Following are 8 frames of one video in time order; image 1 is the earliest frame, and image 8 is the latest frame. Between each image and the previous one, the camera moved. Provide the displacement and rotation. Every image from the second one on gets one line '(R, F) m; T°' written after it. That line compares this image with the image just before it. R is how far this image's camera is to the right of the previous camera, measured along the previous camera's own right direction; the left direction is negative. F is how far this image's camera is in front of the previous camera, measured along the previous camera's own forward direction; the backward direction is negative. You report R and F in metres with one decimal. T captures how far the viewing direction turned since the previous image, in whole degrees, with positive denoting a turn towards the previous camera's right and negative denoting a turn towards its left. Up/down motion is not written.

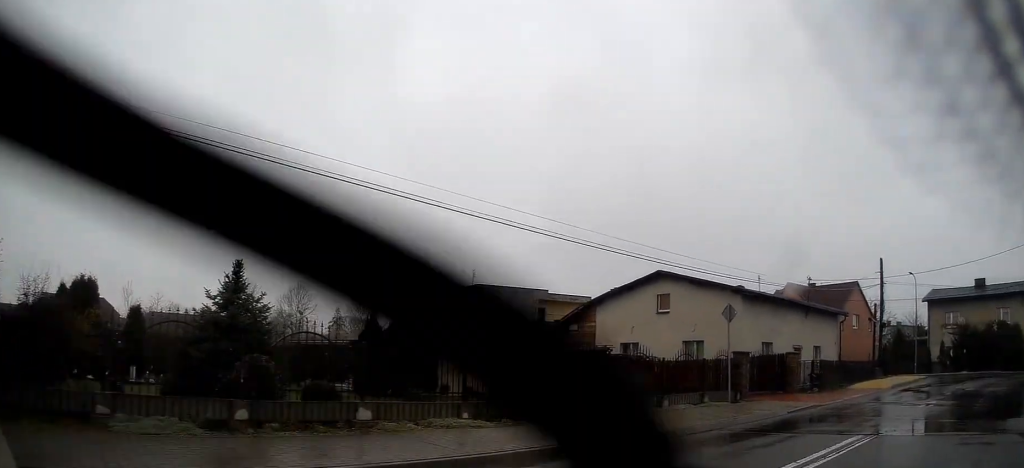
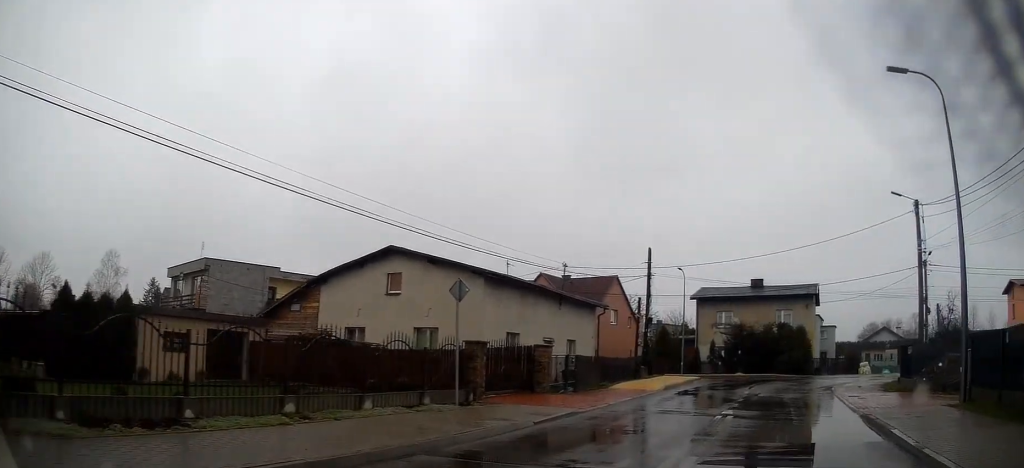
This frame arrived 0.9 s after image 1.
(+0.4, +3.5) m; +14°
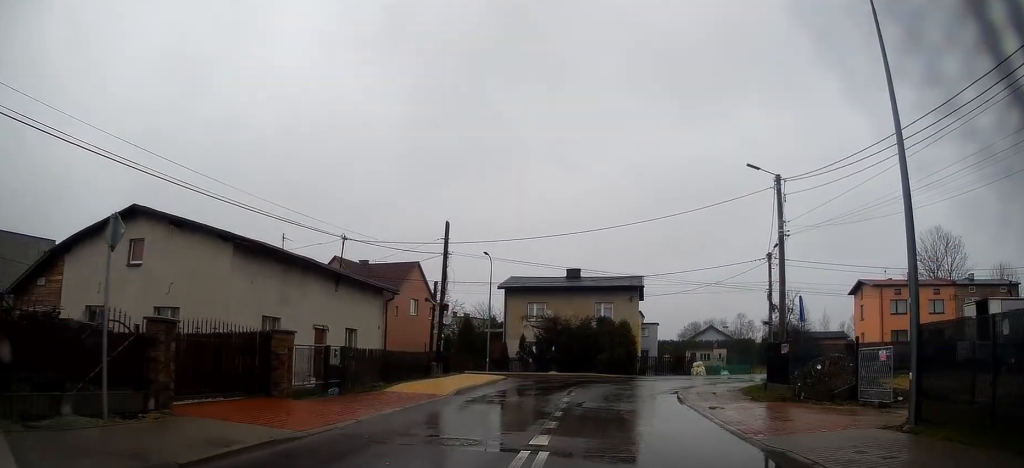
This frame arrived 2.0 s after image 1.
(+0.6, +5.1) m; +12°
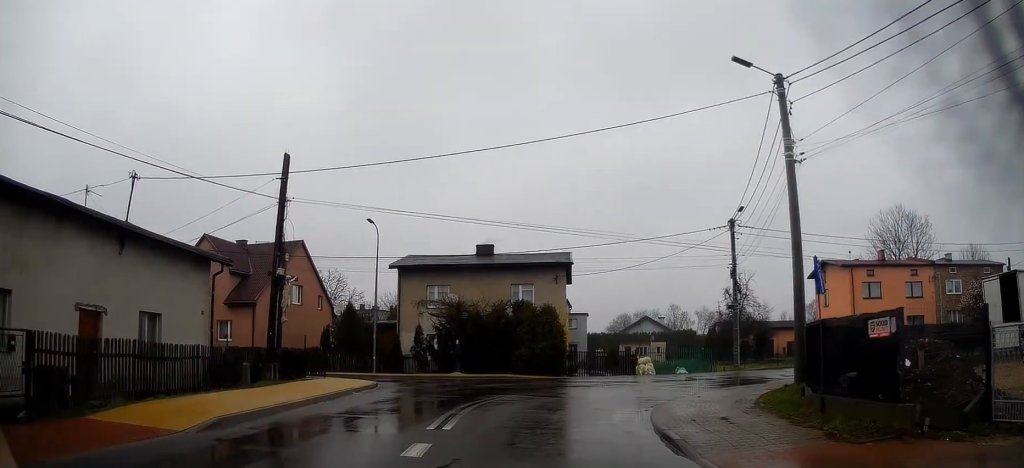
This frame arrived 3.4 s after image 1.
(+0.9, +8.6) m; +9°
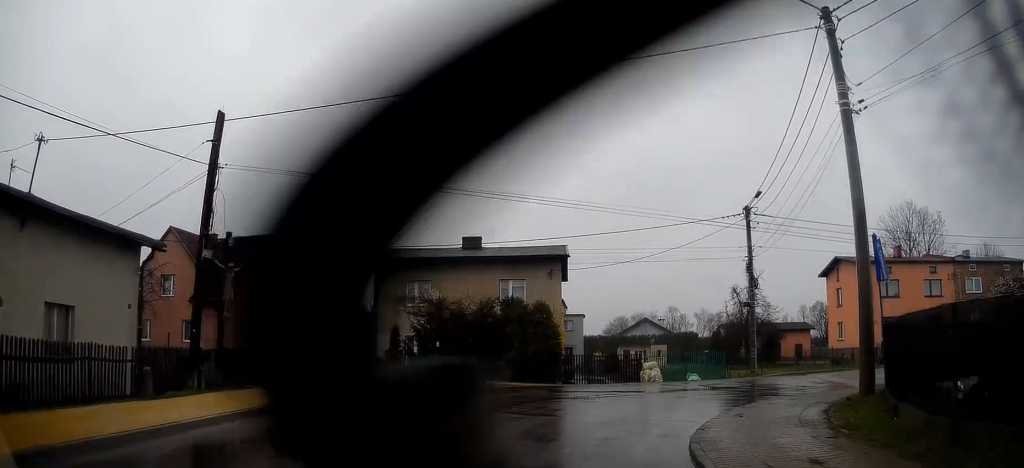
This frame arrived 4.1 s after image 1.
(+0.1, +3.9) m; +2°
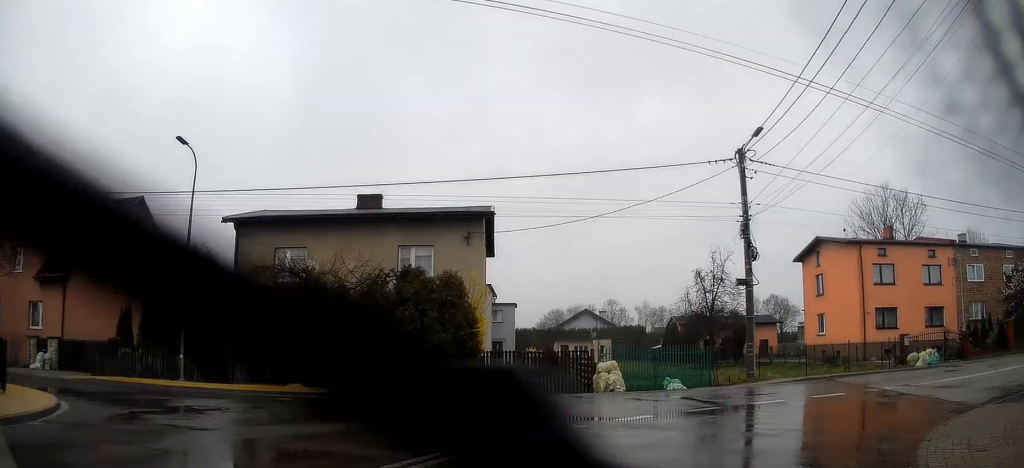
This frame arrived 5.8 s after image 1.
(+0.3, +9.3) m; +4°
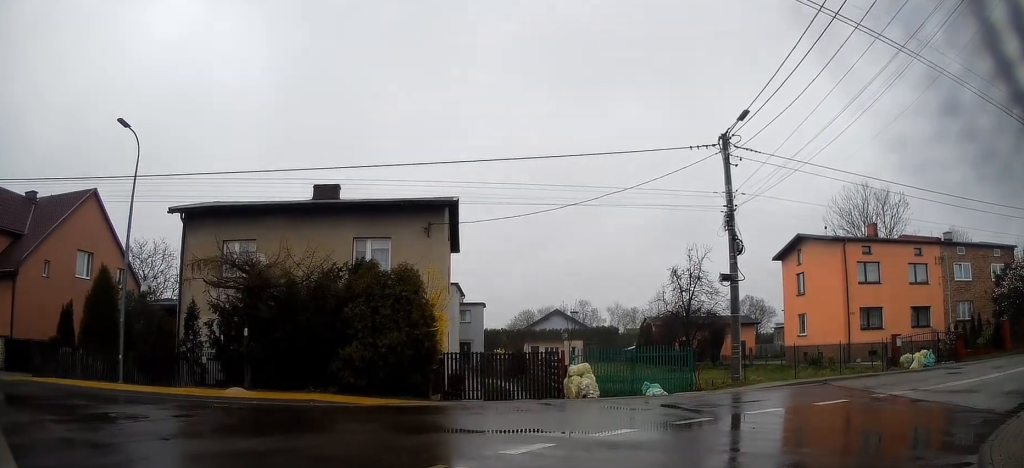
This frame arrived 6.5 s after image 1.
(0.0, +2.6) m; +1°
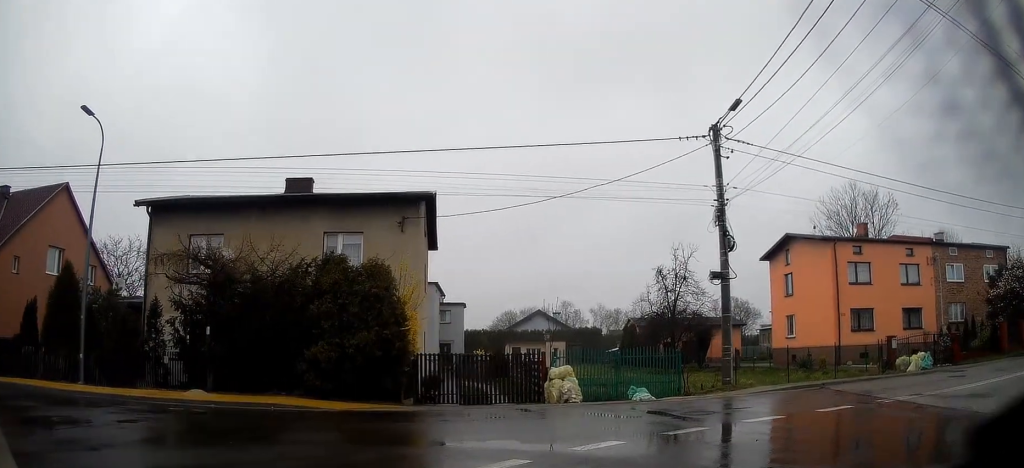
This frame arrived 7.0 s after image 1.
(0.0, +1.7) m; +1°
